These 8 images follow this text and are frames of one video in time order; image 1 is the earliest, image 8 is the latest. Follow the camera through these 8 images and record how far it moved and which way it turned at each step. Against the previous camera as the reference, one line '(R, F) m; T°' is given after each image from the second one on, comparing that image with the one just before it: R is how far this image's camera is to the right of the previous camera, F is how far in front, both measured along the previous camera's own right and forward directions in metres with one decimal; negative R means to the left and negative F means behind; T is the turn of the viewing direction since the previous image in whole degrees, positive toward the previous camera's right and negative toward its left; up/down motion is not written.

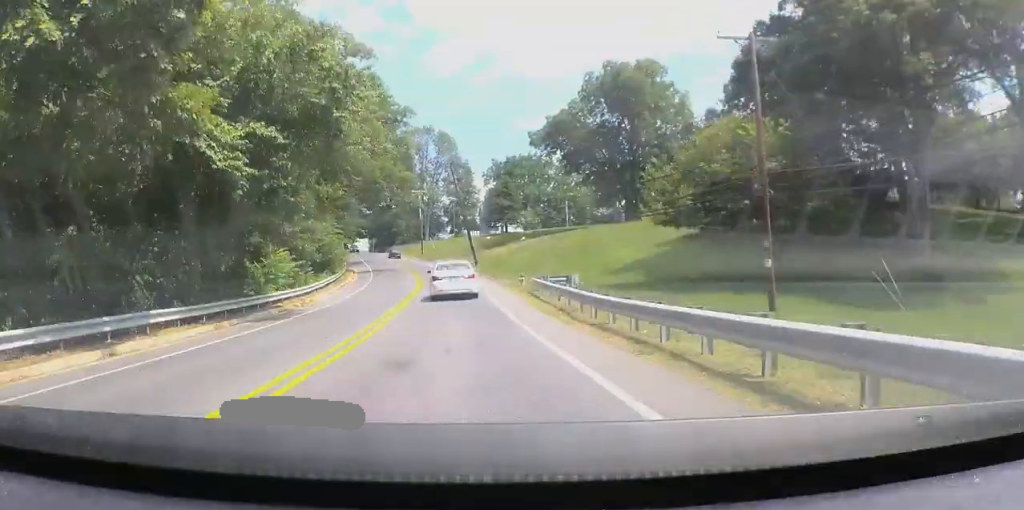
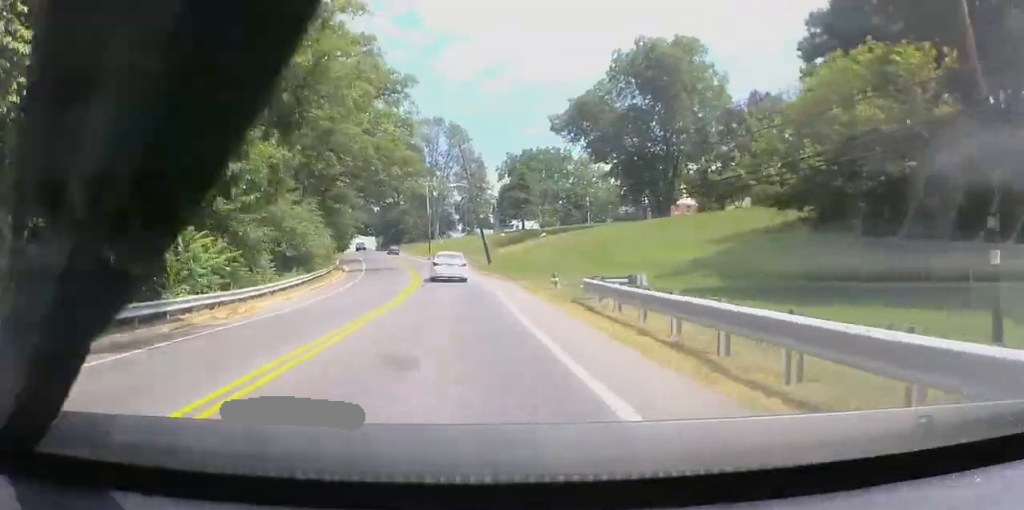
(-0.1, +10.1) m; -1°
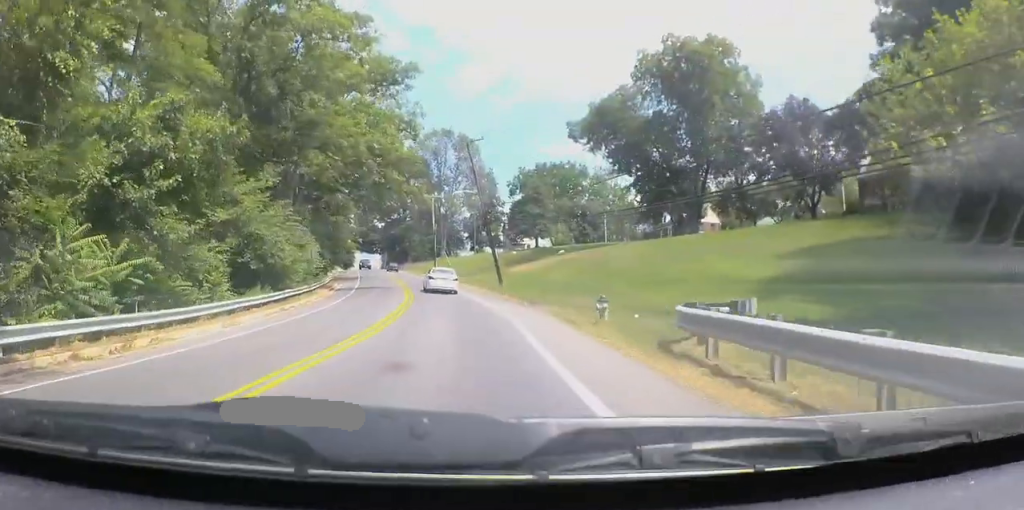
(0.0, +7.3) m; 0°
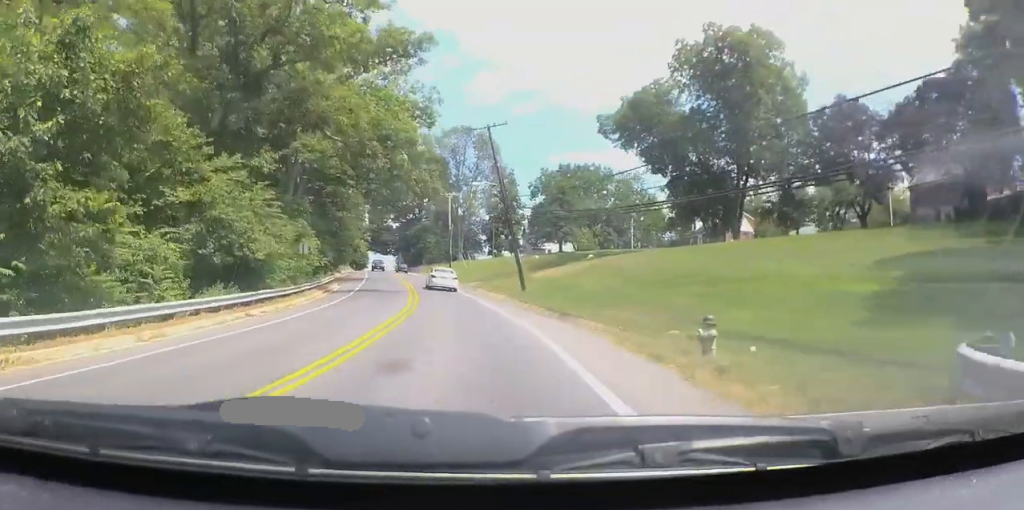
(0.0, +6.3) m; 0°
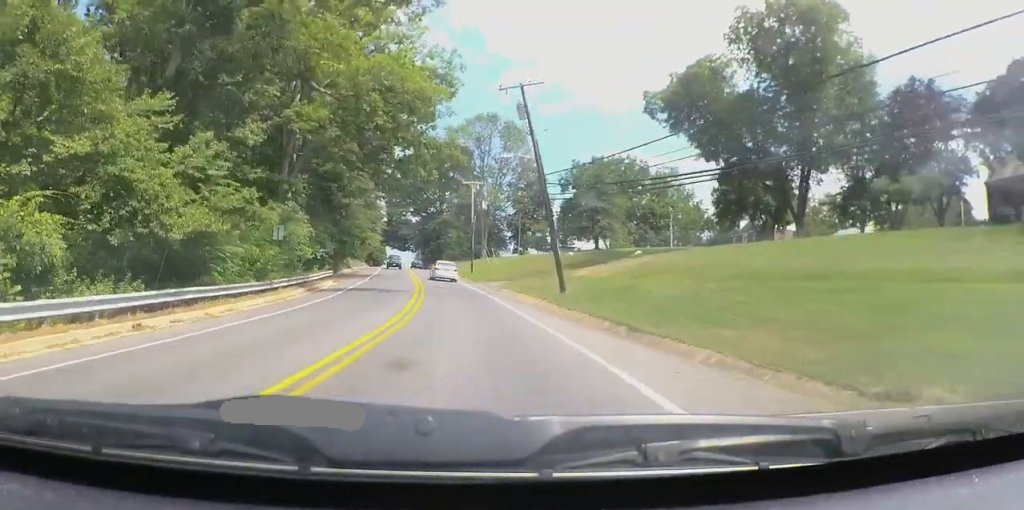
(0.0, +8.9) m; 0°
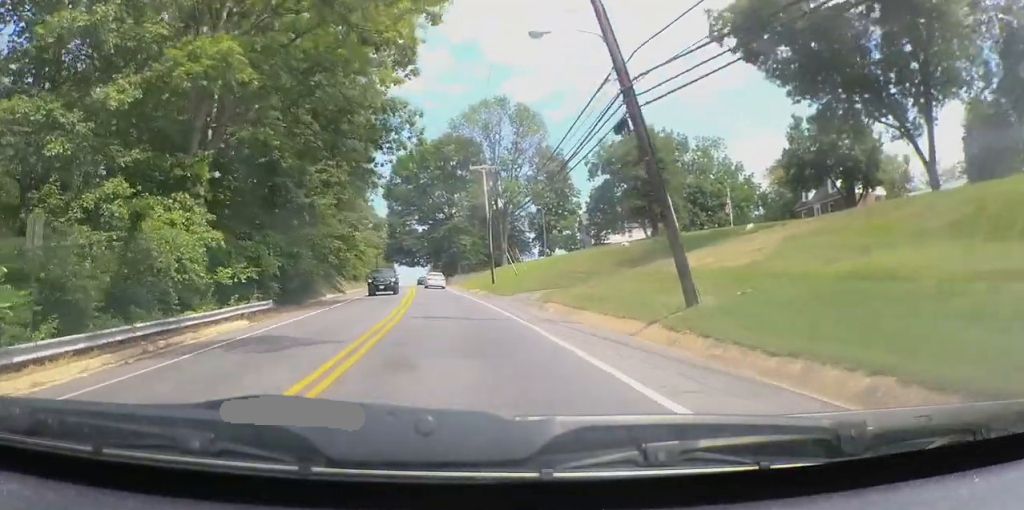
(0.0, +17.7) m; 0°
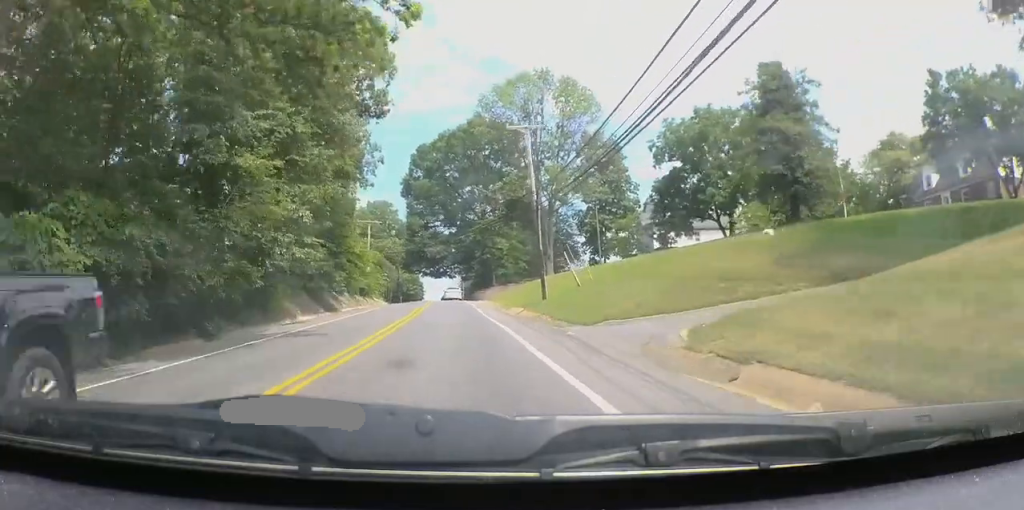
(0.0, +18.2) m; 0°
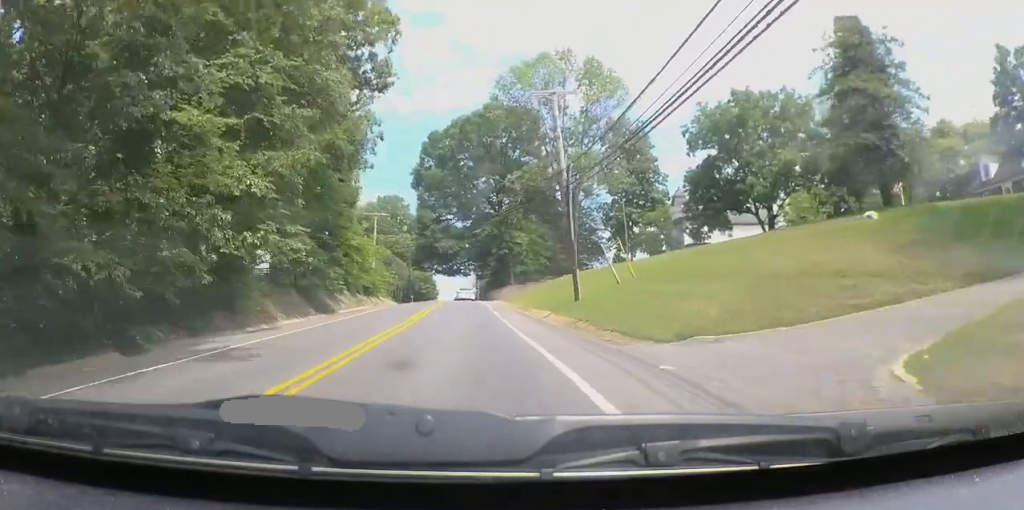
(0.0, +6.6) m; -2°
